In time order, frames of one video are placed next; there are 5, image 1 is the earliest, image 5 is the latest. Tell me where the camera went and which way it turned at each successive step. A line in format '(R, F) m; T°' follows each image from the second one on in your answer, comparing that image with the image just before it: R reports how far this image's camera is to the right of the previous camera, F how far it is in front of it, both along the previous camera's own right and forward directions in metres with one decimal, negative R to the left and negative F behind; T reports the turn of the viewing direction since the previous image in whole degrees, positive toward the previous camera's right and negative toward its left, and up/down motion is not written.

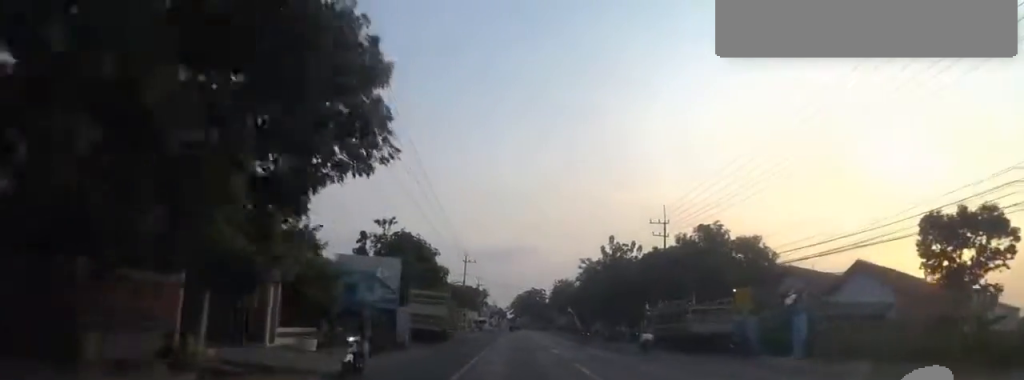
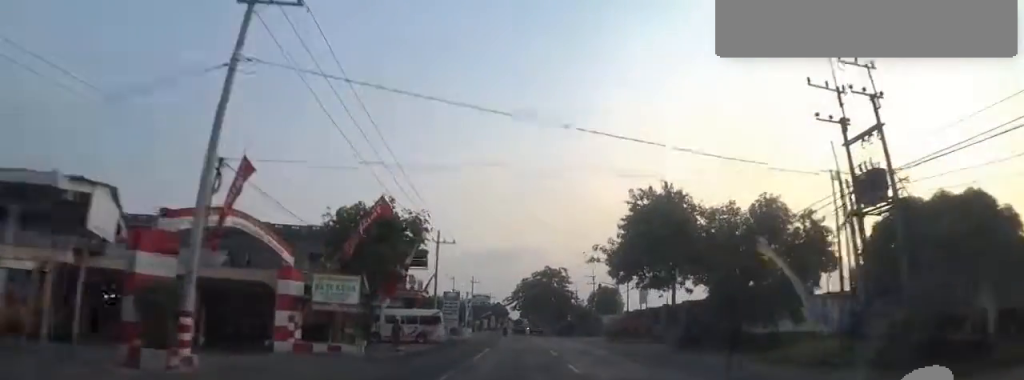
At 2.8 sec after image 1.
(+0.3, +55.8) m; -1°
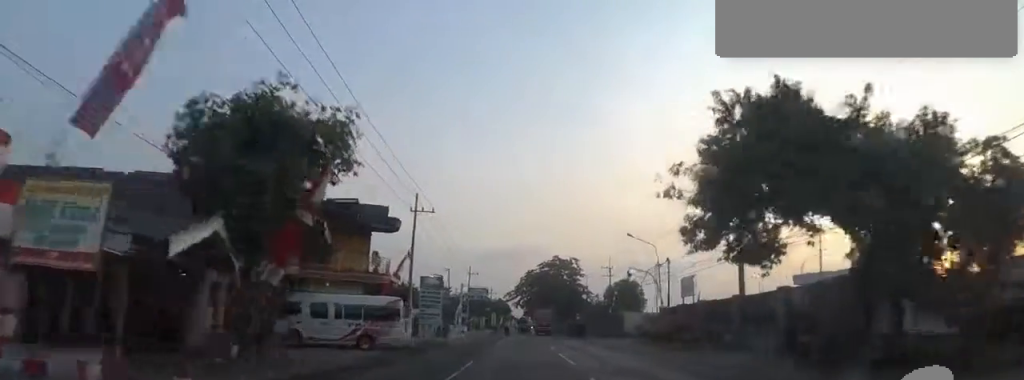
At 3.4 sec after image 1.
(0.0, +12.5) m; 0°
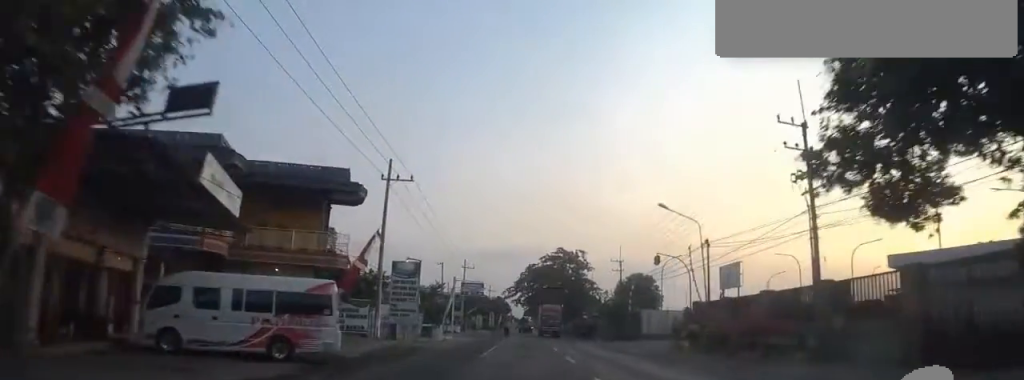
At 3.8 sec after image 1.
(0.0, +7.9) m; 0°
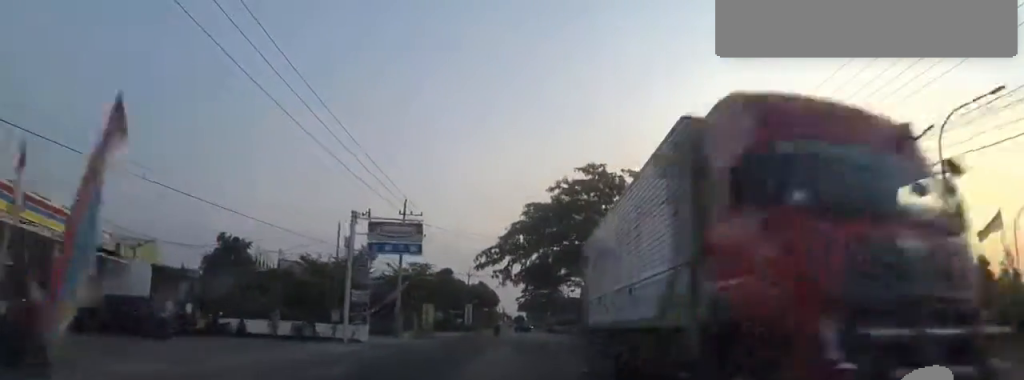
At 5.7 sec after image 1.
(0.0, +35.7) m; 0°
